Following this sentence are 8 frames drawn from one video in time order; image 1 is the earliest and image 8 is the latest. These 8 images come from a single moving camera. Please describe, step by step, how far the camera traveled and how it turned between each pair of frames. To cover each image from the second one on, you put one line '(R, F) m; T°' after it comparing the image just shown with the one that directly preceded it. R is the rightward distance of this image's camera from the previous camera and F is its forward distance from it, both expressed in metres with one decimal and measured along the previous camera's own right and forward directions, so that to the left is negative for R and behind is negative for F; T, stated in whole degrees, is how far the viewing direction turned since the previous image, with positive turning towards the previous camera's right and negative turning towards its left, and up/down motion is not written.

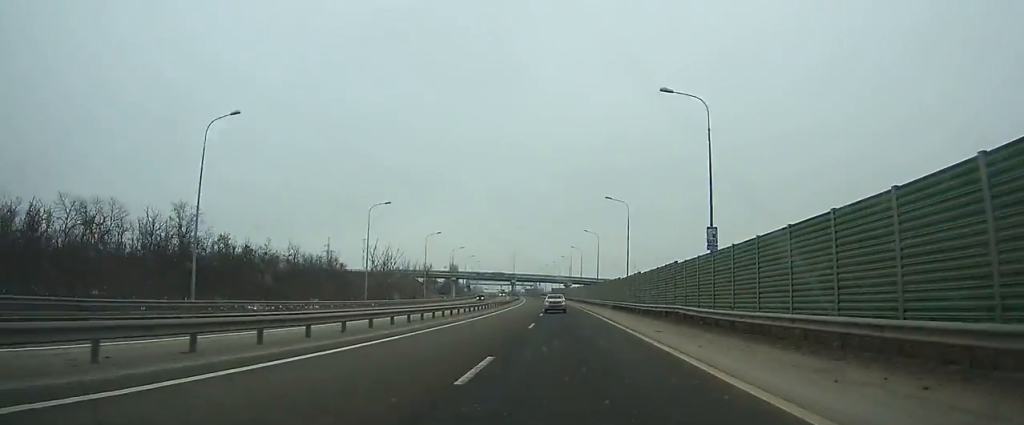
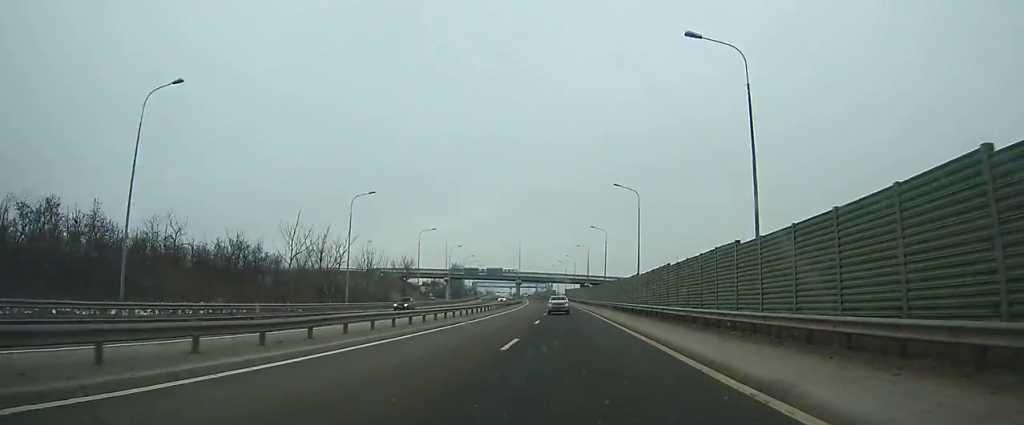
(-0.3, +41.8) m; -1°
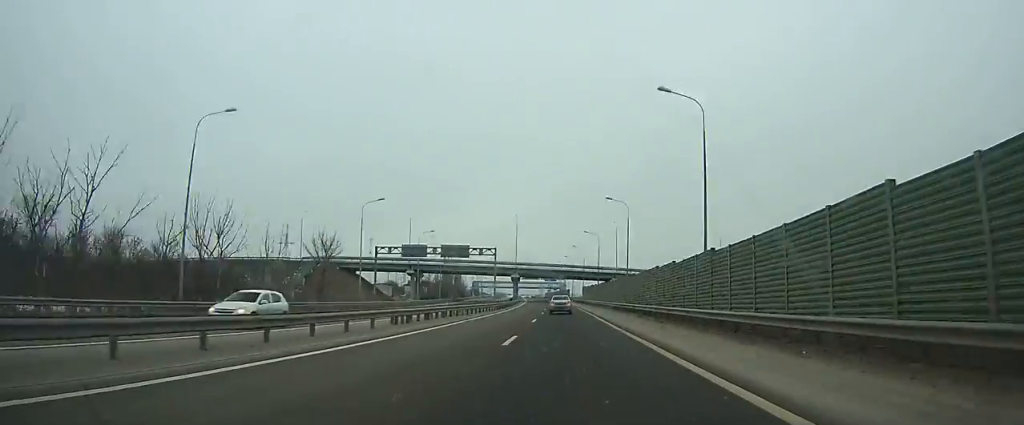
(-0.7, +62.5) m; -2°
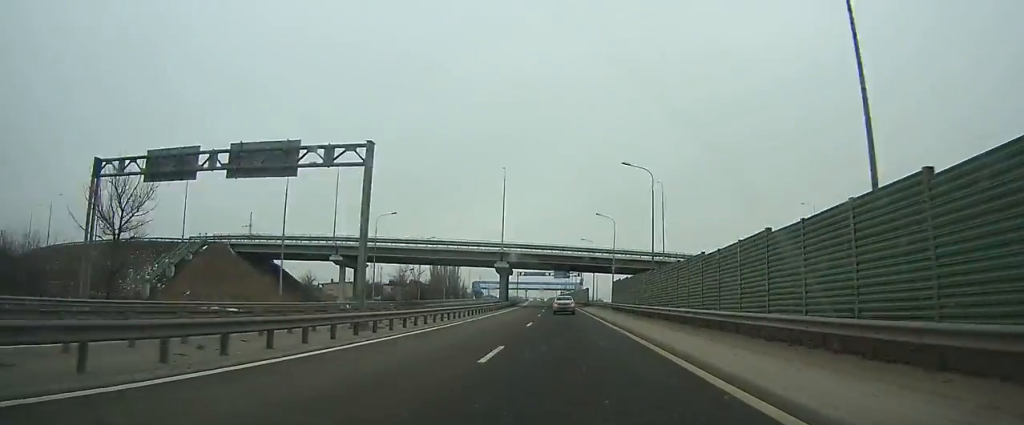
(-1.5, +51.4) m; -1°
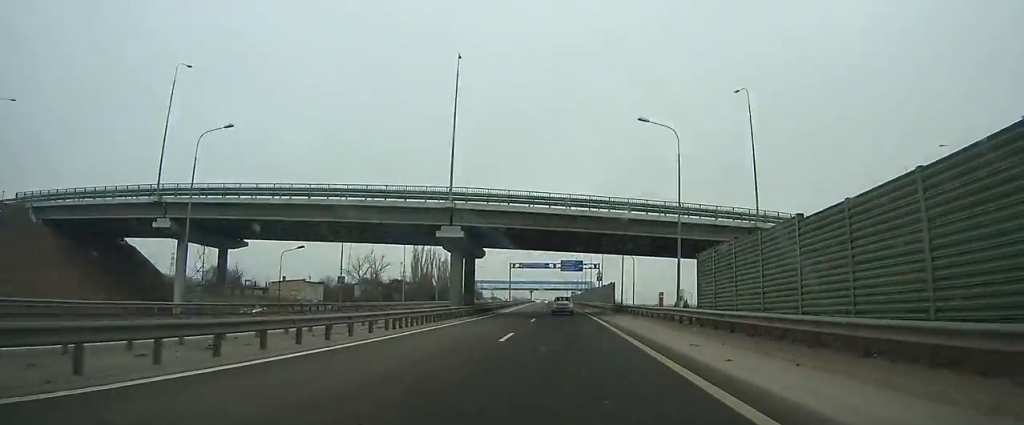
(-0.4, +40.9) m; -1°
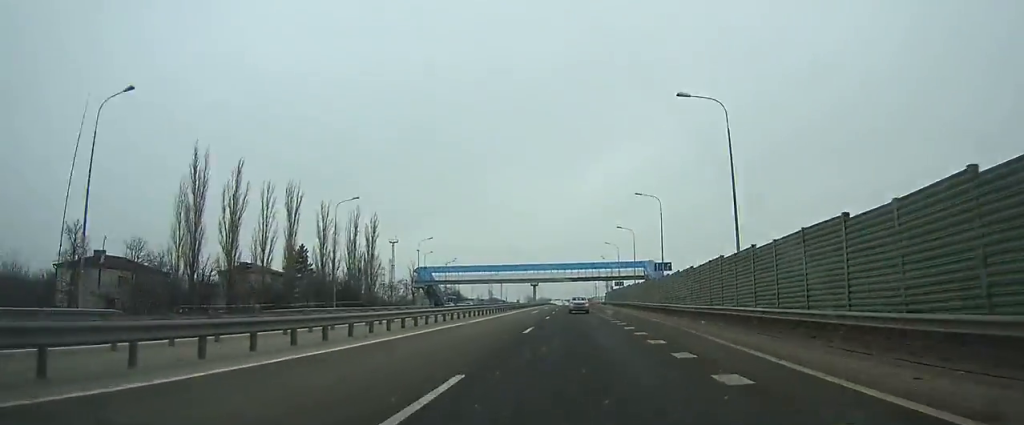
(-2.3, +122.9) m; -2°
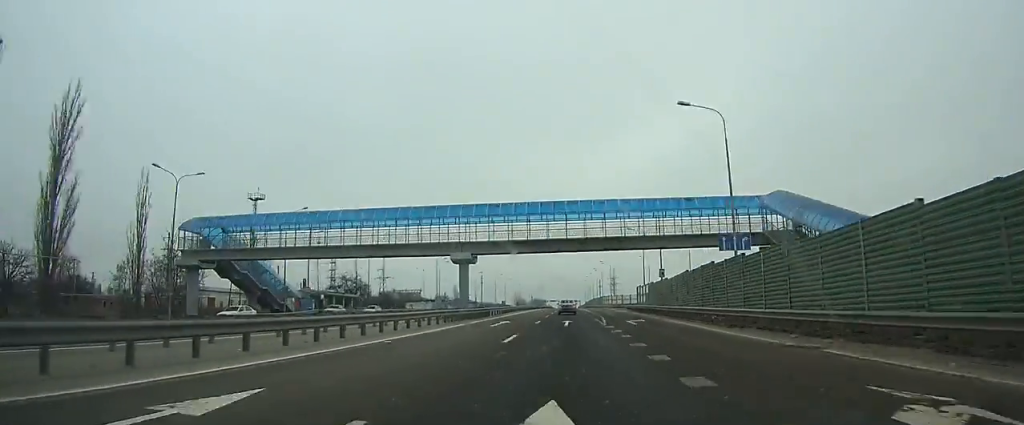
(+0.4, +84.7) m; 0°
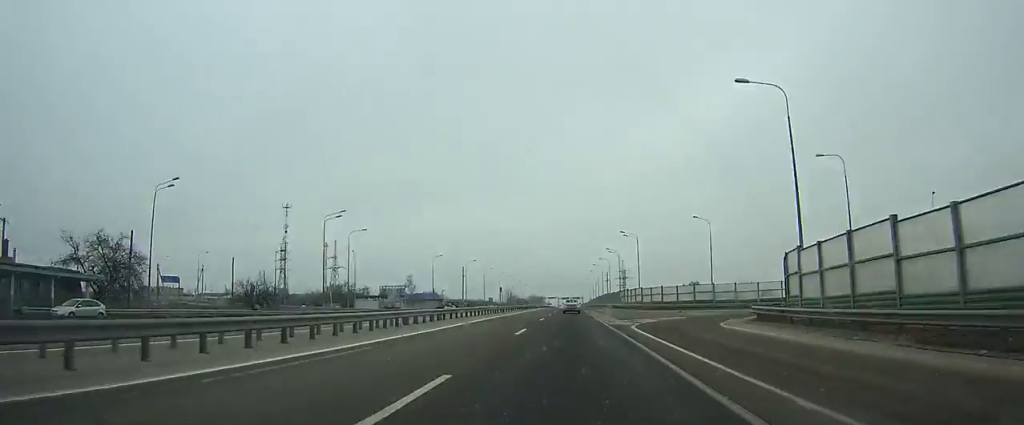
(-0.1, +60.6) m; 0°
